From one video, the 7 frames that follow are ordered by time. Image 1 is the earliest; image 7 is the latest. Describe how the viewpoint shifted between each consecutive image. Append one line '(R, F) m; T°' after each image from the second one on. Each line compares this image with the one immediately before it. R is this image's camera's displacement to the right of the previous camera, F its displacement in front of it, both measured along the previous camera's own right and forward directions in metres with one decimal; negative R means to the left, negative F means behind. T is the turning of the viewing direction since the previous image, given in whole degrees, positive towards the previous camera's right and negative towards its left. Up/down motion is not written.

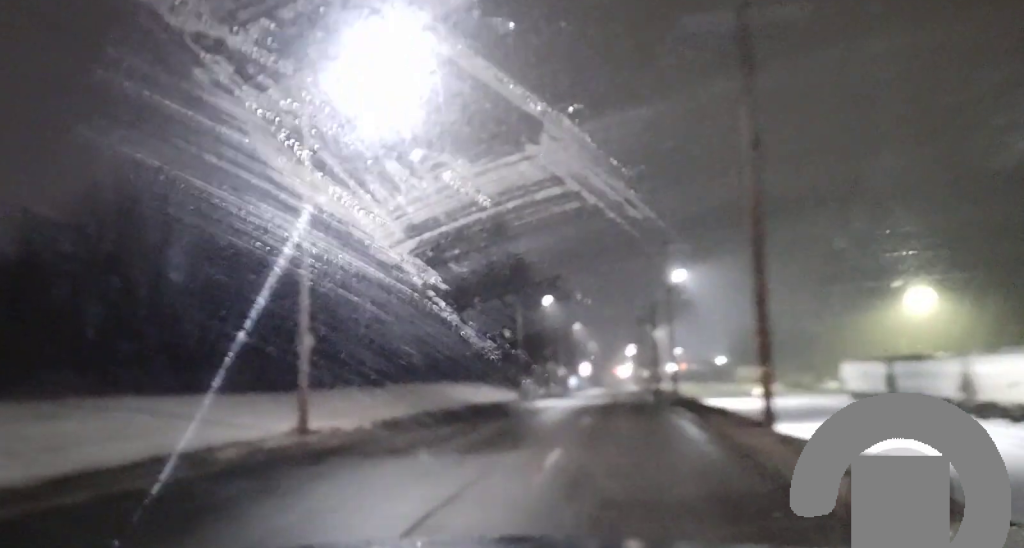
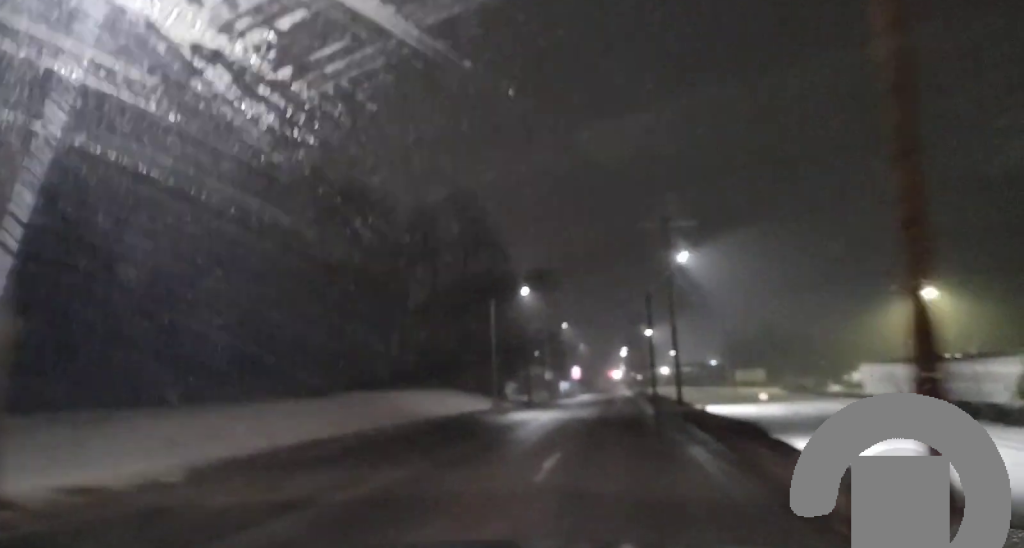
(0.0, +11.1) m; -1°
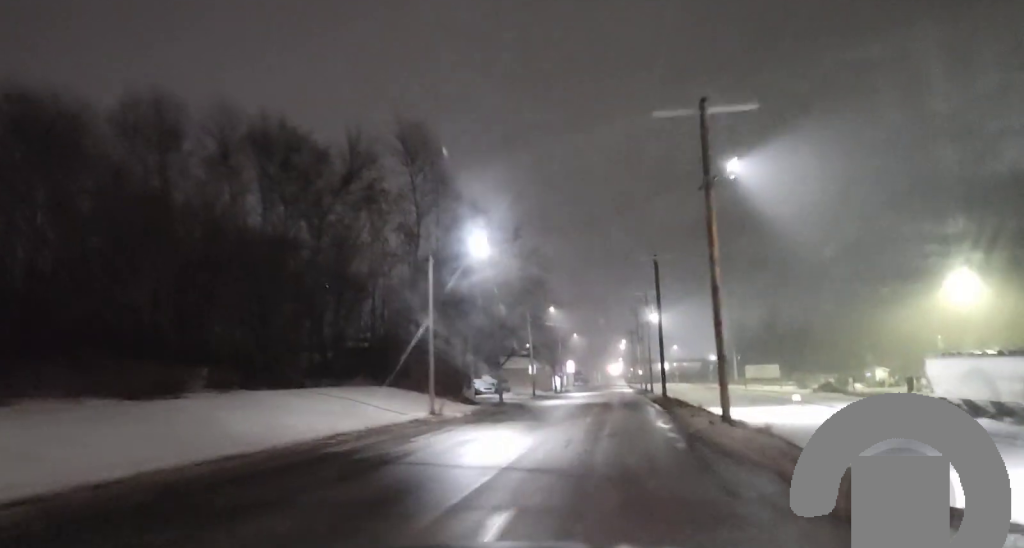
(-0.2, +20.0) m; 0°
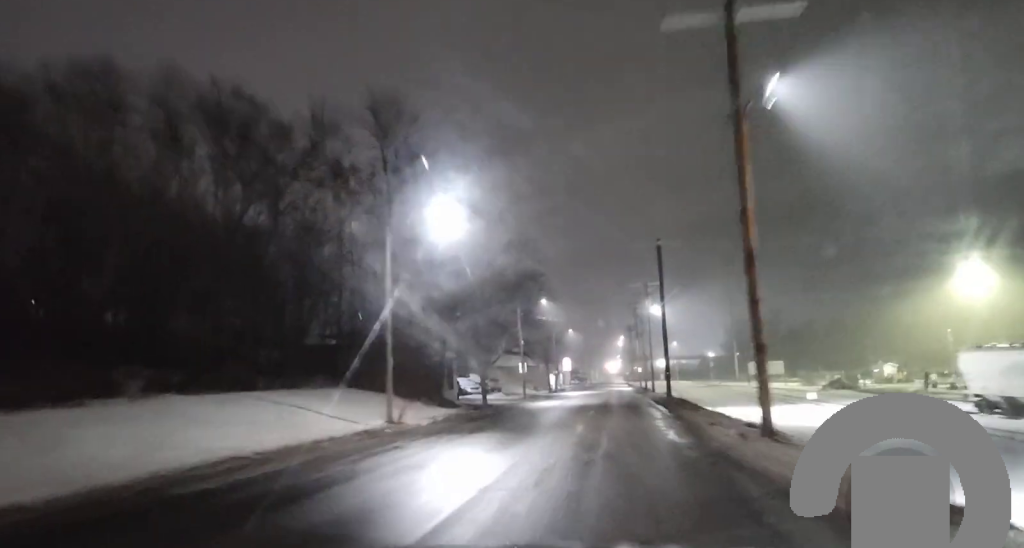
(0.0, +7.1) m; 0°
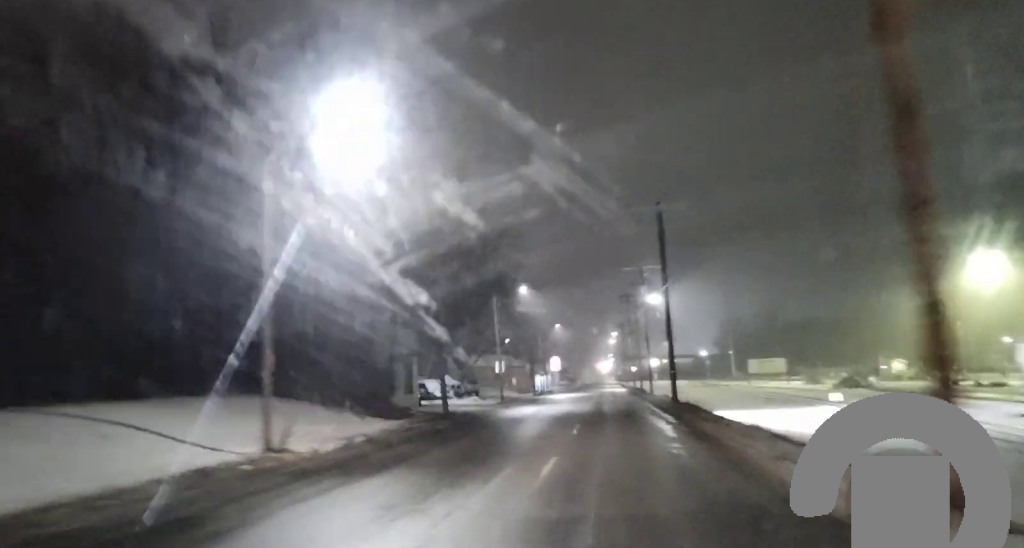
(0.0, +10.6) m; 0°
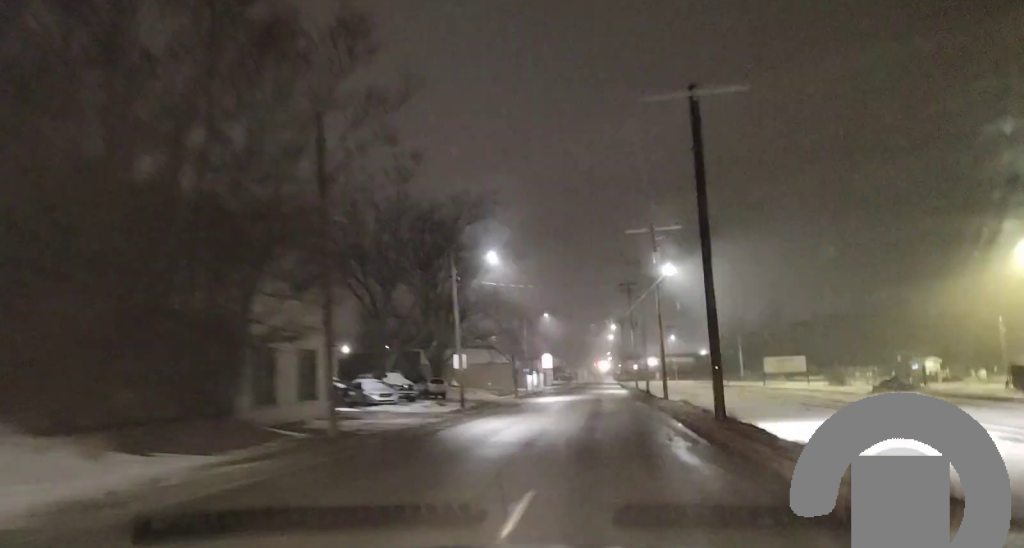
(-0.1, +17.9) m; -1°
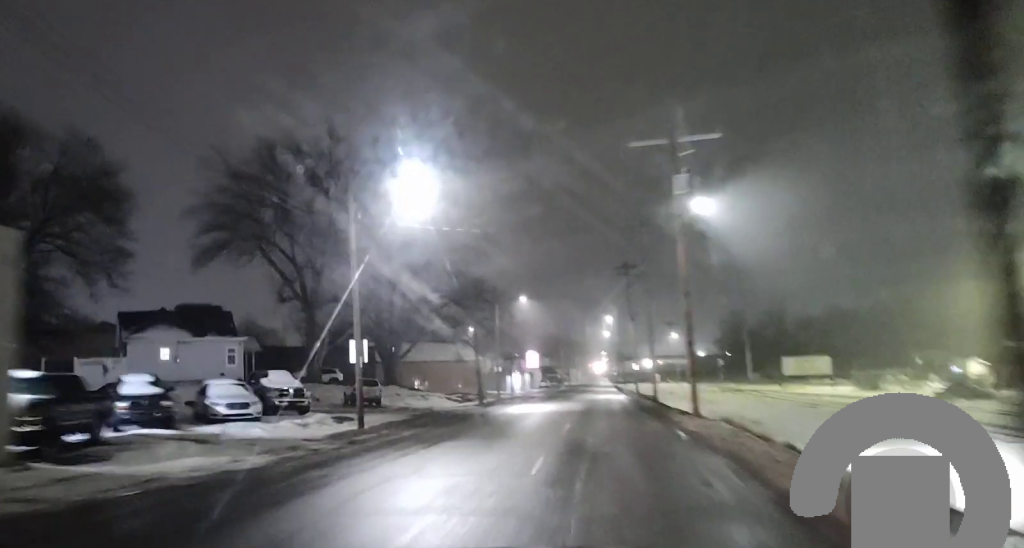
(+0.1, +18.2) m; +1°
